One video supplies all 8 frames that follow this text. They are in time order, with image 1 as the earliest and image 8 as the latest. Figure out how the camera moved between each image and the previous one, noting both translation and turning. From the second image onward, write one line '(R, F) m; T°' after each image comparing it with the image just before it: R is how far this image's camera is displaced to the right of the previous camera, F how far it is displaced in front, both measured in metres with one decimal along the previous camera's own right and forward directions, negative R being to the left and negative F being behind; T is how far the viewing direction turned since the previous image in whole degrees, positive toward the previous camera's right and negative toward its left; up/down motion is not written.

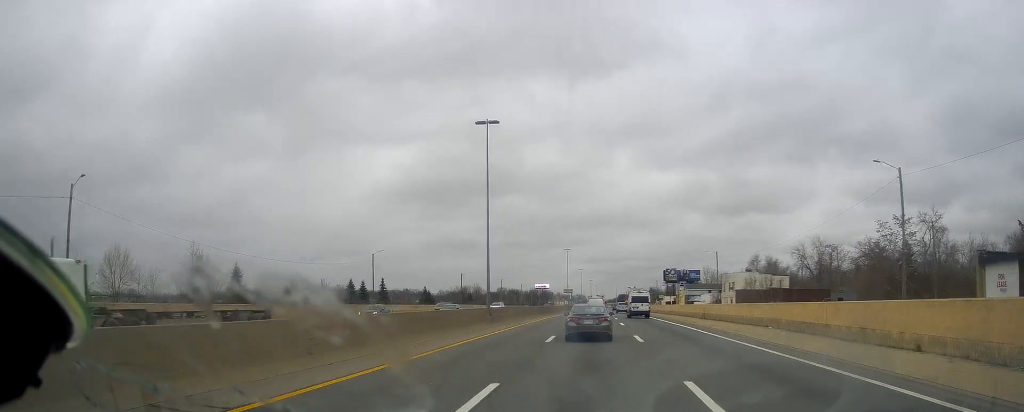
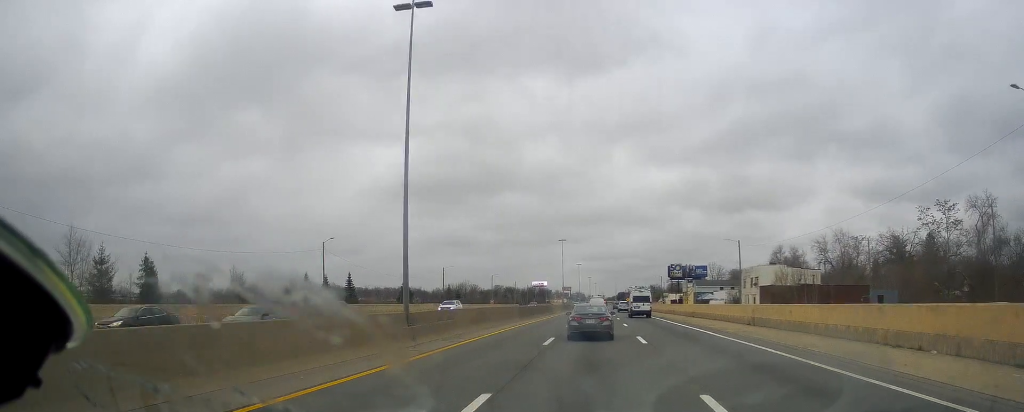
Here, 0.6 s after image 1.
(+0.2, +16.8) m; 0°
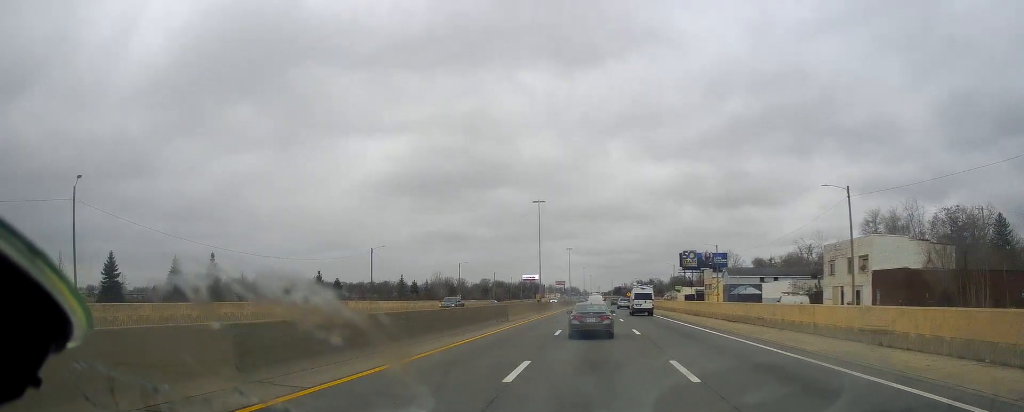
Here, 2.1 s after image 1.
(-0.1, +39.7) m; +1°
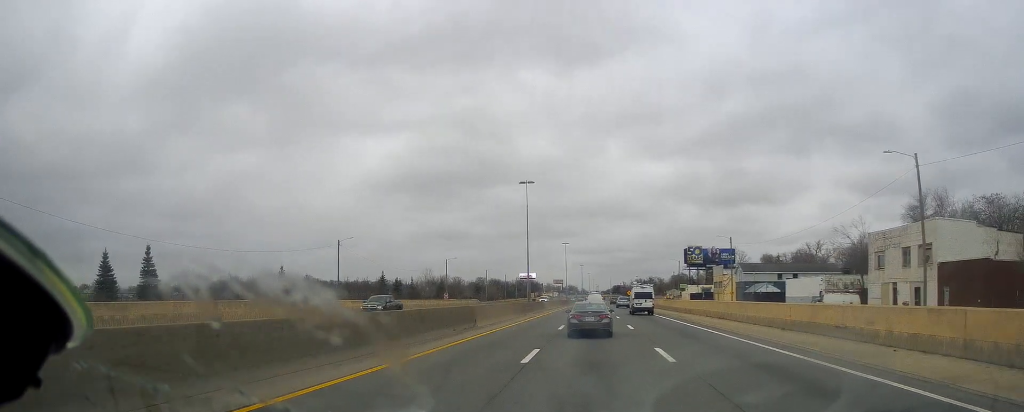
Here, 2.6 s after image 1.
(+0.3, +11.6) m; 0°
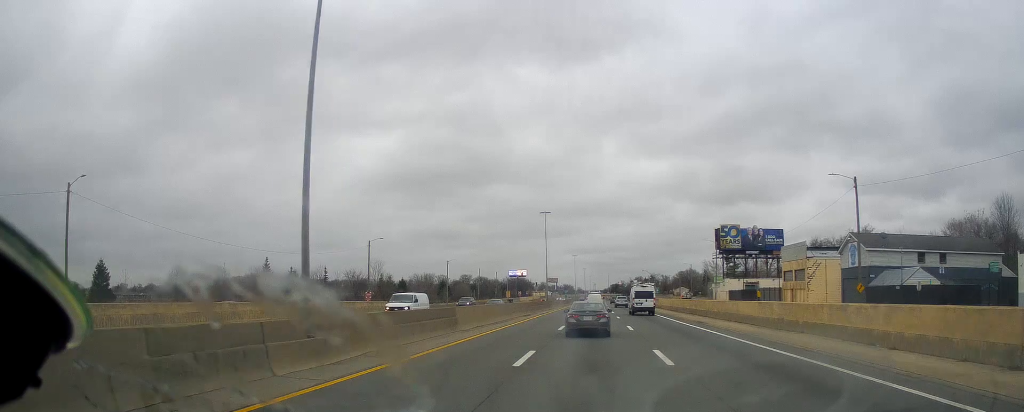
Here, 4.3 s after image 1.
(+0.2, +46.7) m; +1°
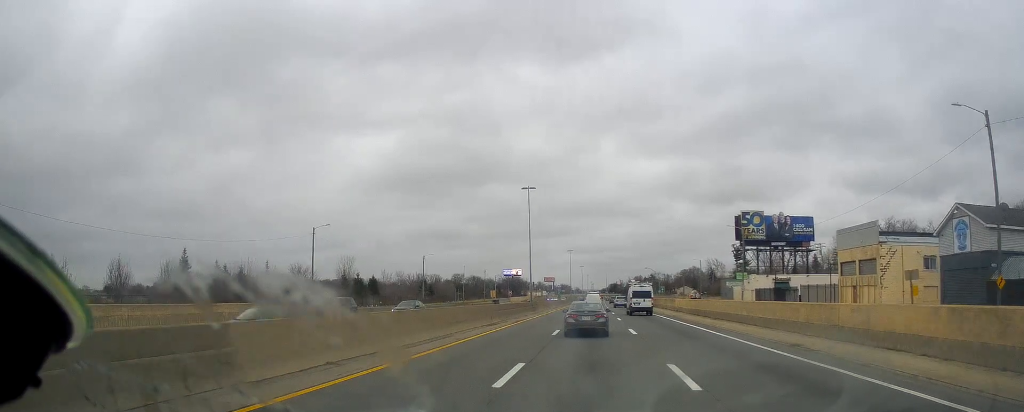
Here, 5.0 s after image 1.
(+0.2, +18.9) m; +1°
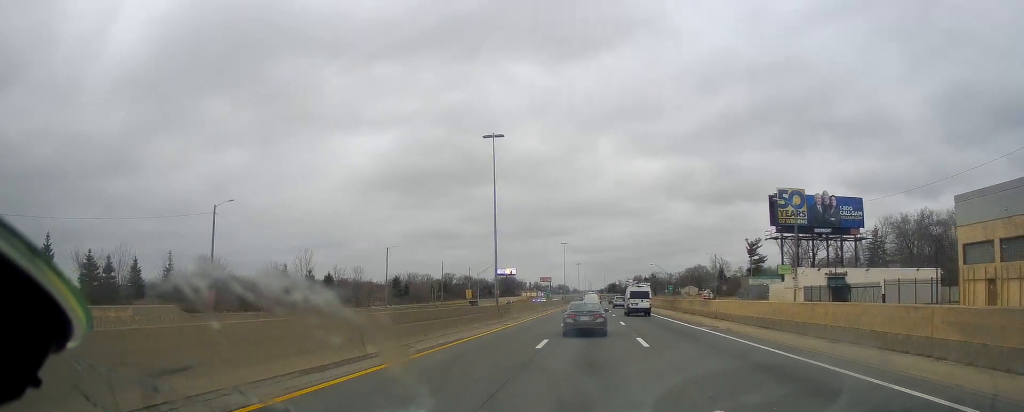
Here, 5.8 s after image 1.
(0.0, +21.6) m; 0°
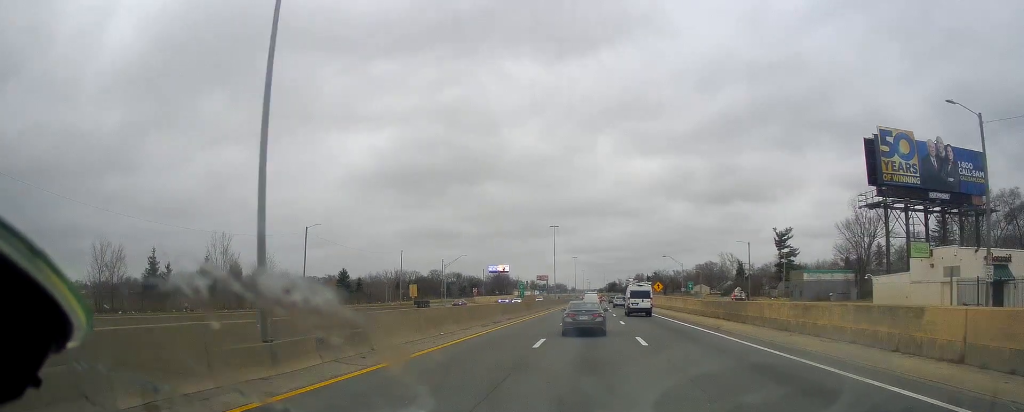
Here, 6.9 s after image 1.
(0.0, +30.6) m; -2°
